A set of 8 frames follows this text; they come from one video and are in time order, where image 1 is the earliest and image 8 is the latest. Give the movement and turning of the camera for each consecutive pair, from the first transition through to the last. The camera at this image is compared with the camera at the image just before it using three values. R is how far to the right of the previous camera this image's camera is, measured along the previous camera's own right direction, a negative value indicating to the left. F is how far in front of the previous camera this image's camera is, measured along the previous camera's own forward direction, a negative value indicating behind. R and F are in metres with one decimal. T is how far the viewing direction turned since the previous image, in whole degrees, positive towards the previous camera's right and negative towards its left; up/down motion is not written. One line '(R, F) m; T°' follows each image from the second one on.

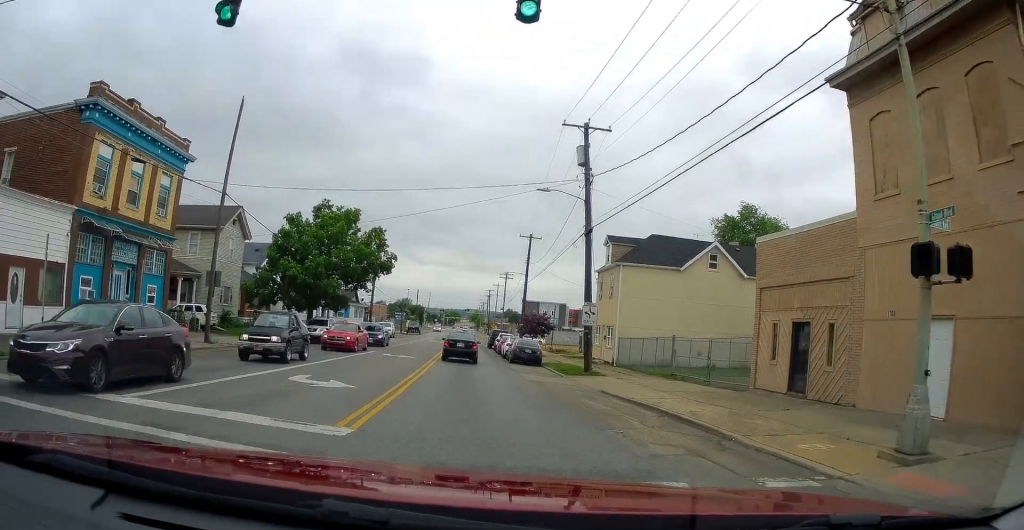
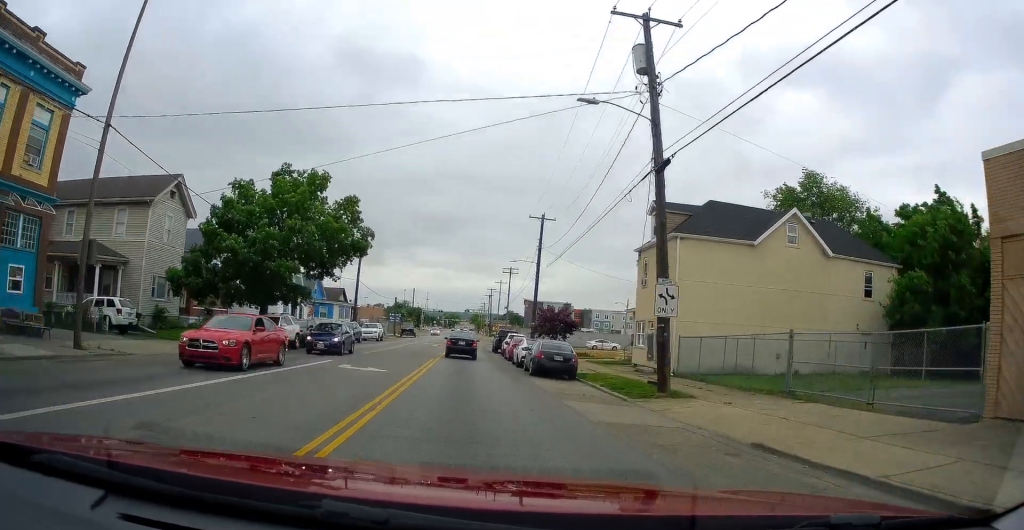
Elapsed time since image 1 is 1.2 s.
(+0.5, +11.5) m; +2°
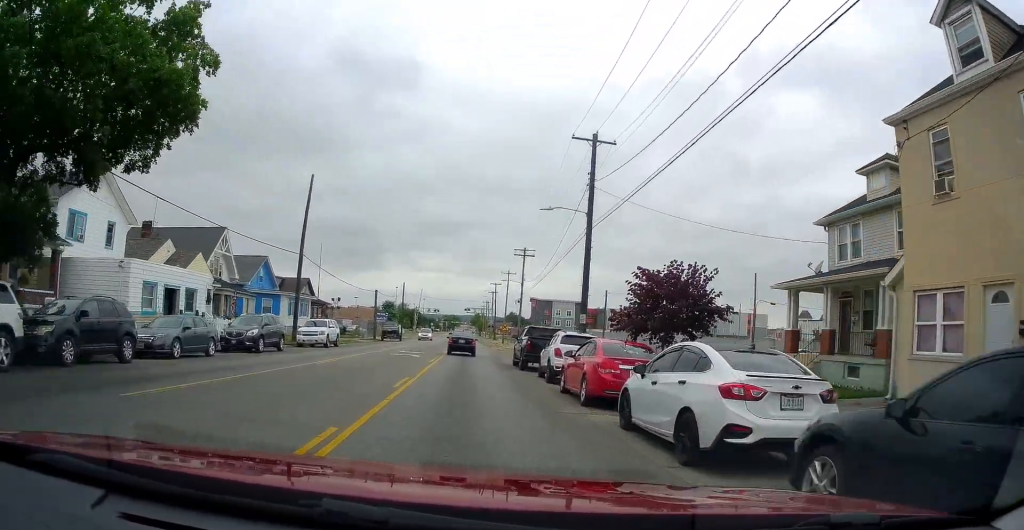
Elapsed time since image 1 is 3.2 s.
(-0.3, +23.3) m; -1°
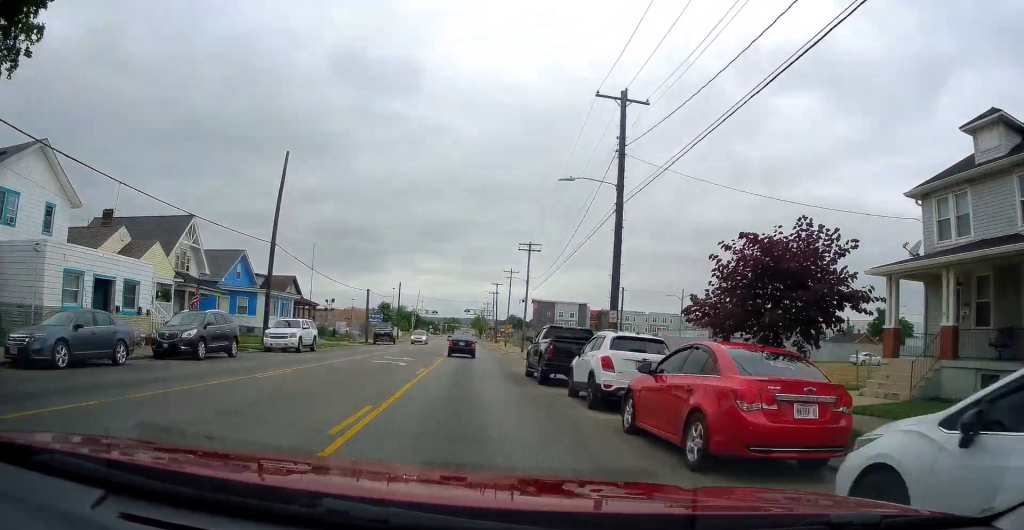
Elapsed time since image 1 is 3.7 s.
(-0.1, +6.6) m; 0°
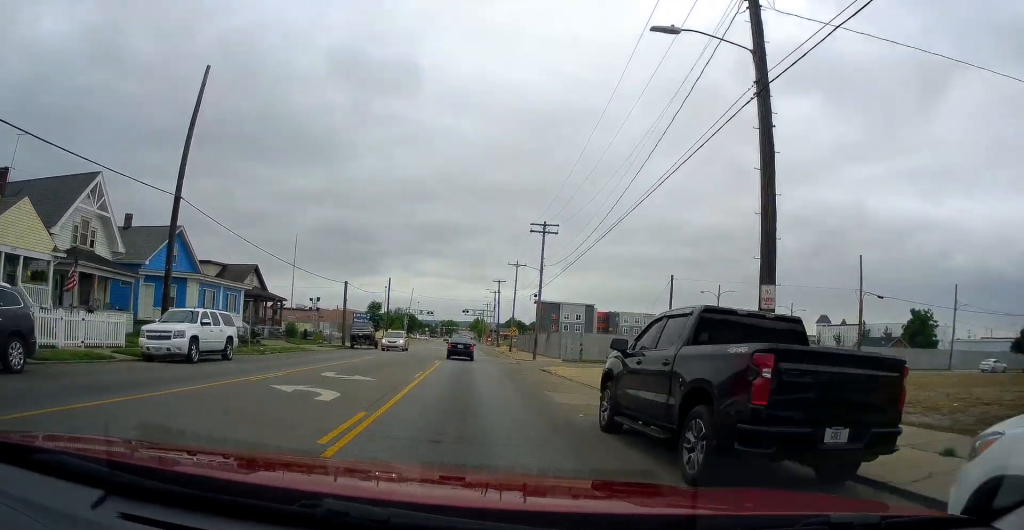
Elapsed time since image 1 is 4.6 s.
(0.0, +12.8) m; 0°
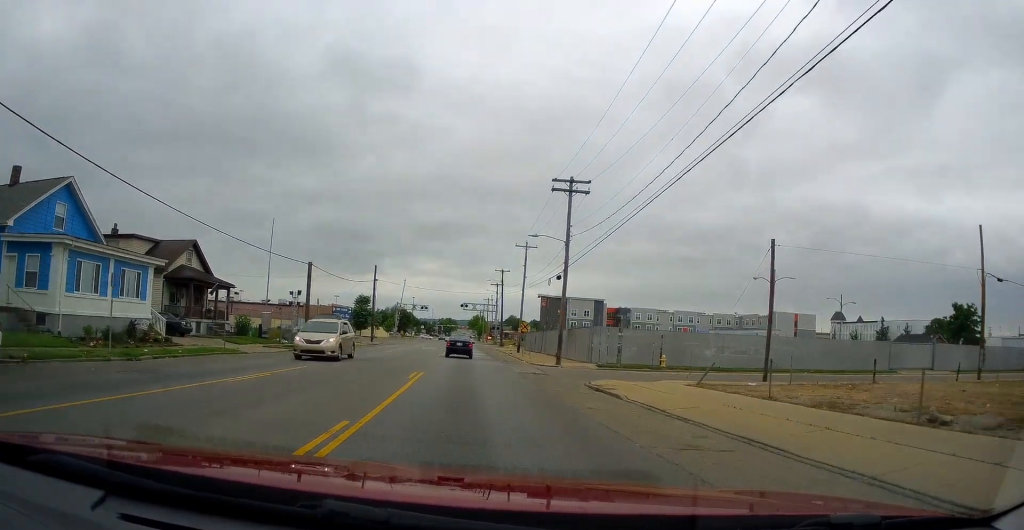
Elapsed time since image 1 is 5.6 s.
(0.0, +14.3) m; 0°
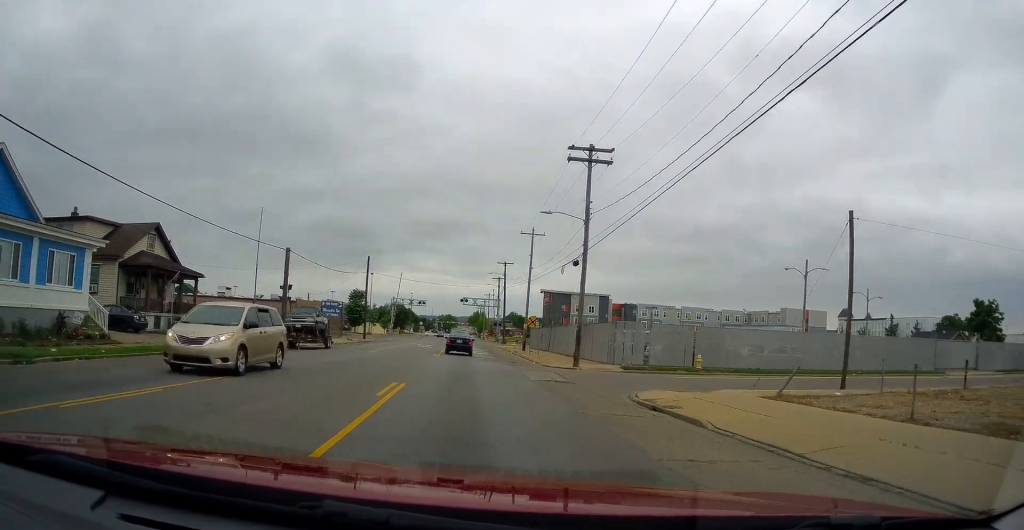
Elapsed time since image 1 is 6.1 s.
(0.0, +6.3) m; 0°
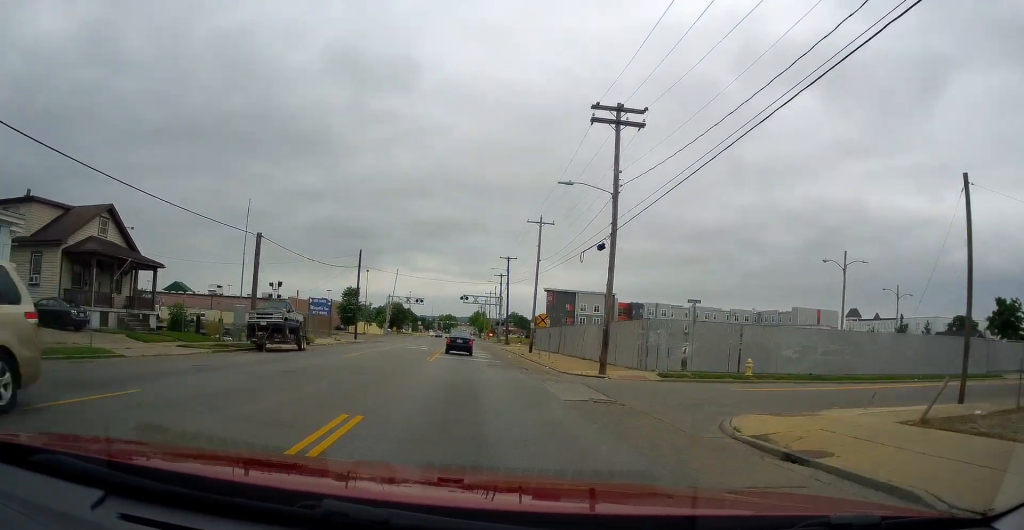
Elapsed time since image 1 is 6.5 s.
(0.0, +6.2) m; 0°
